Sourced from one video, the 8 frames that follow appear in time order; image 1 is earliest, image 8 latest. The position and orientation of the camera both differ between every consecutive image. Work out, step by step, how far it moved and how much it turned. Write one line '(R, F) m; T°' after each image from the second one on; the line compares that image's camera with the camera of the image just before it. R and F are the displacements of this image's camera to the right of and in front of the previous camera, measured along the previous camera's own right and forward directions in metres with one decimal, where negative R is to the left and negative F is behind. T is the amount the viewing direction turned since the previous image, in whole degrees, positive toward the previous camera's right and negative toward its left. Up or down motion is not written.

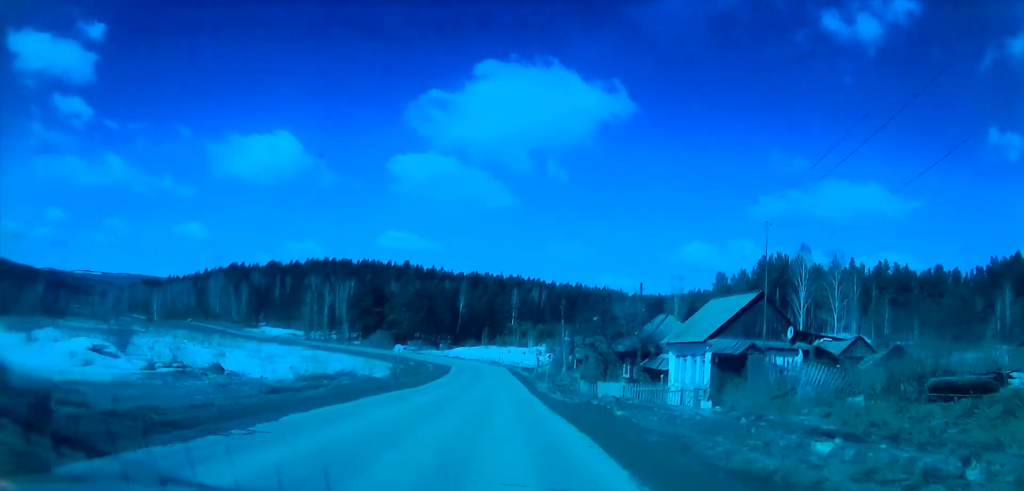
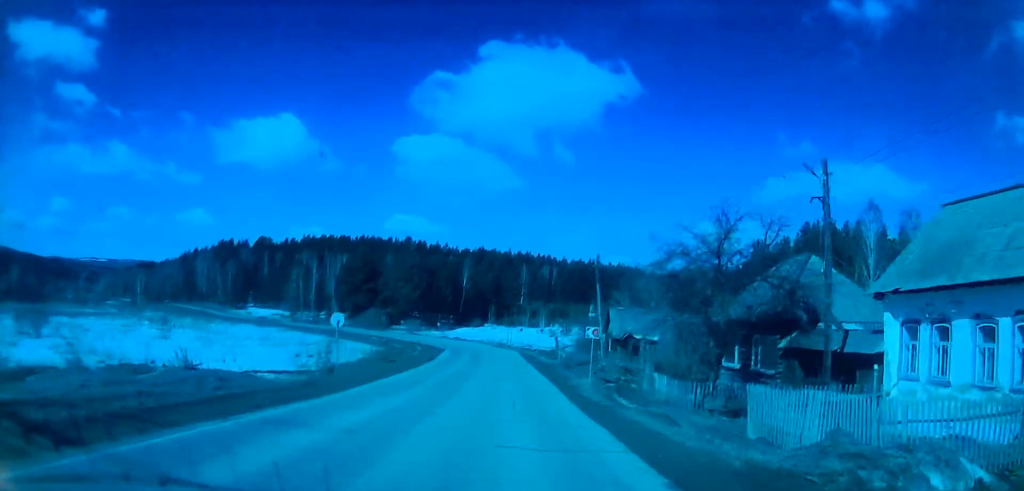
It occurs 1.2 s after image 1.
(0.0, +20.0) m; -1°
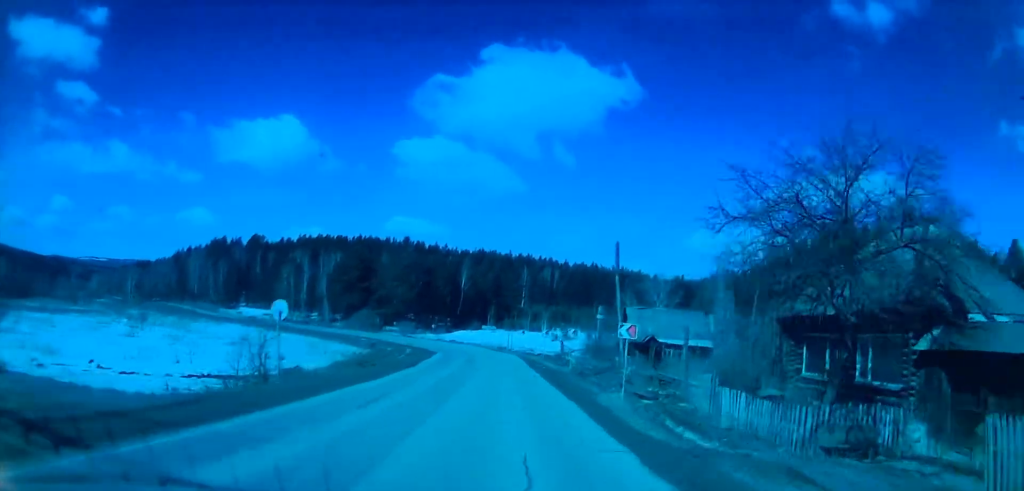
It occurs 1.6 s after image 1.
(+0.1, +7.4) m; -1°
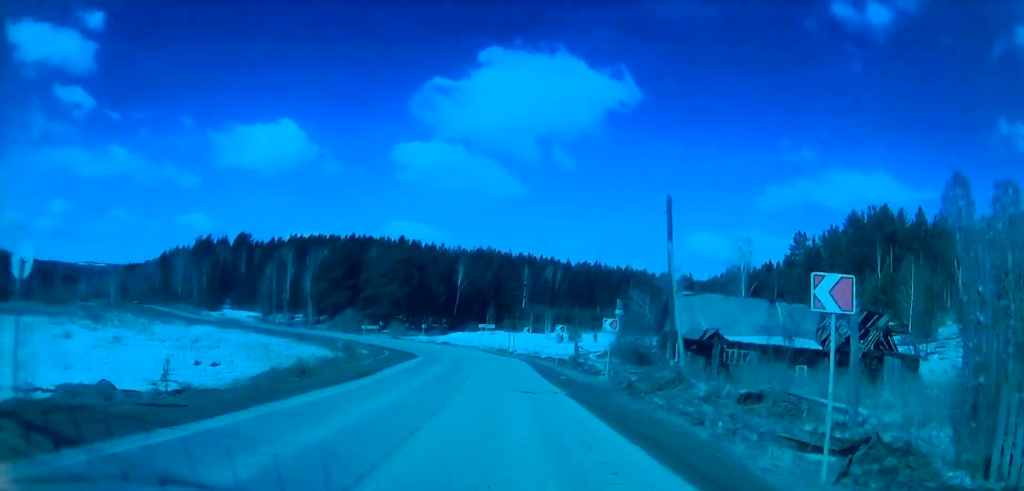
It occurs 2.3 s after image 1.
(-0.4, +12.8) m; -1°
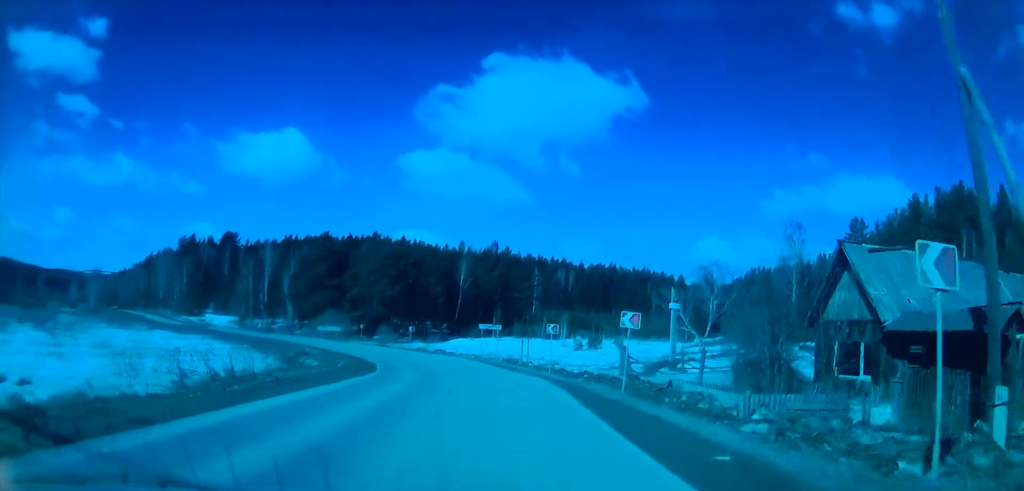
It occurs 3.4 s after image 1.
(-0.2, +19.0) m; -1°
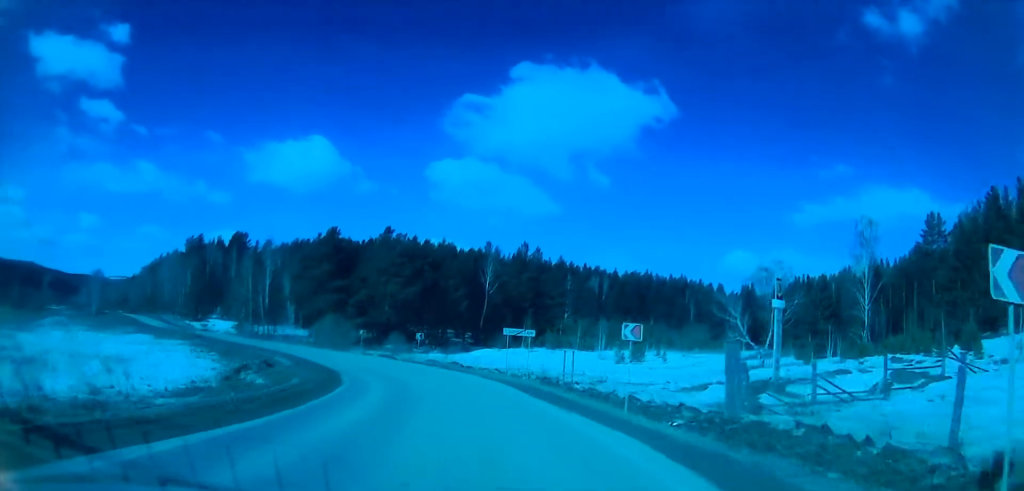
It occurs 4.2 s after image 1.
(0.0, +15.4) m; -2°
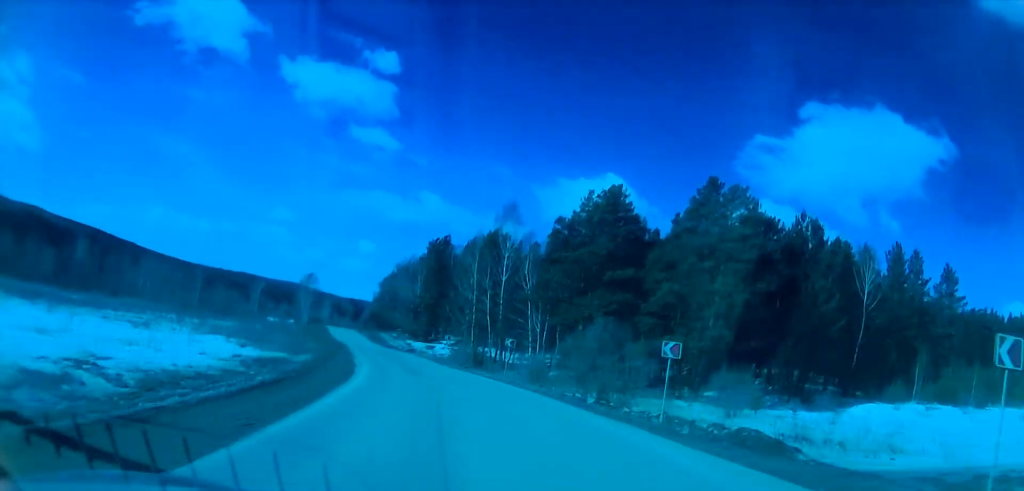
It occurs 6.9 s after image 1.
(-4.5, +48.9) m; -19°
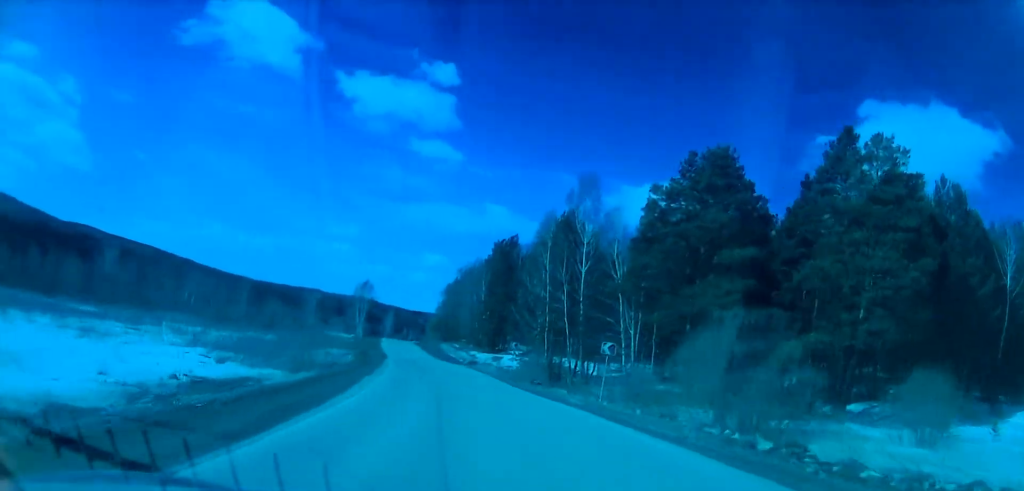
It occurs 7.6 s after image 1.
(-2.3, +14.1) m; -9°
